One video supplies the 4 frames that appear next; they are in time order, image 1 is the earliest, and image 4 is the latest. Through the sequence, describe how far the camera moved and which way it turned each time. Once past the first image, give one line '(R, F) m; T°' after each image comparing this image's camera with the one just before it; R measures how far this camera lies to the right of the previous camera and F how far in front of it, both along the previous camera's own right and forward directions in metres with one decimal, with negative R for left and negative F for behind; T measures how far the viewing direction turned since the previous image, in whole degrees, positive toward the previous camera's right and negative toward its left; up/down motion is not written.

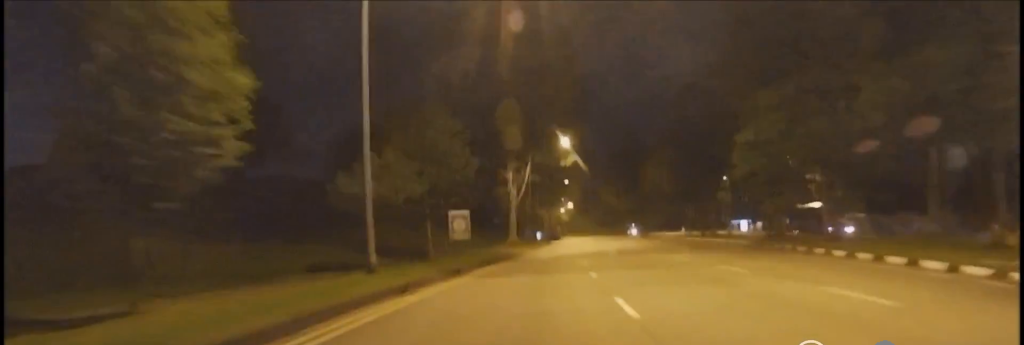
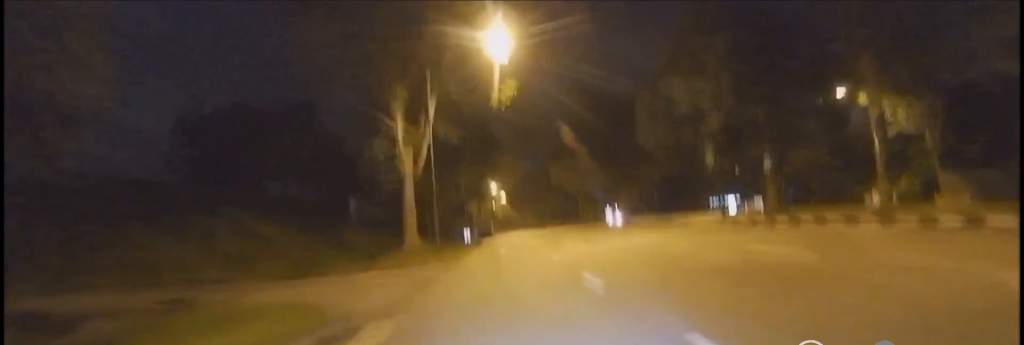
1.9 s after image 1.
(+1.1, +28.6) m; 0°
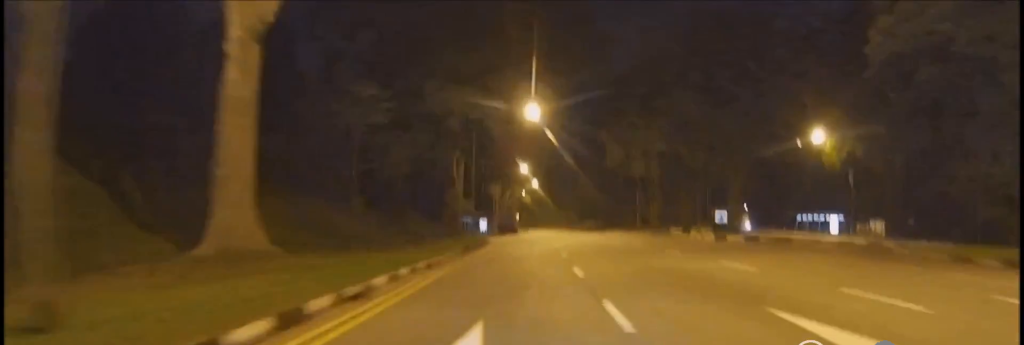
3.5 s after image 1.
(-0.2, +23.9) m; +4°
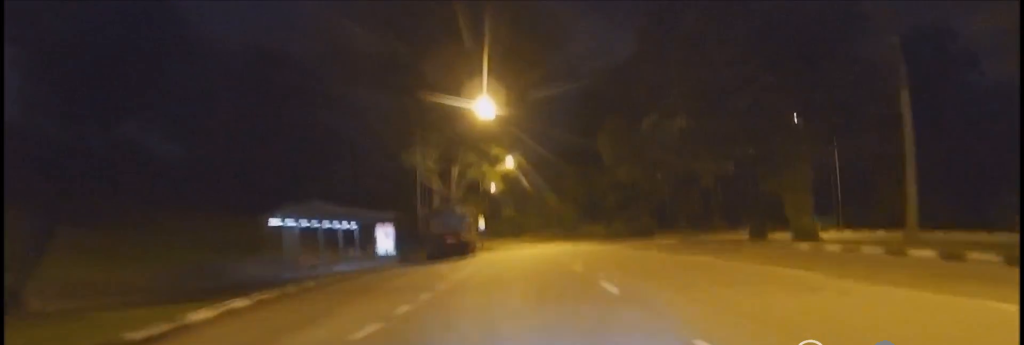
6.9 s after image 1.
(+1.0, +48.7) m; -4°
